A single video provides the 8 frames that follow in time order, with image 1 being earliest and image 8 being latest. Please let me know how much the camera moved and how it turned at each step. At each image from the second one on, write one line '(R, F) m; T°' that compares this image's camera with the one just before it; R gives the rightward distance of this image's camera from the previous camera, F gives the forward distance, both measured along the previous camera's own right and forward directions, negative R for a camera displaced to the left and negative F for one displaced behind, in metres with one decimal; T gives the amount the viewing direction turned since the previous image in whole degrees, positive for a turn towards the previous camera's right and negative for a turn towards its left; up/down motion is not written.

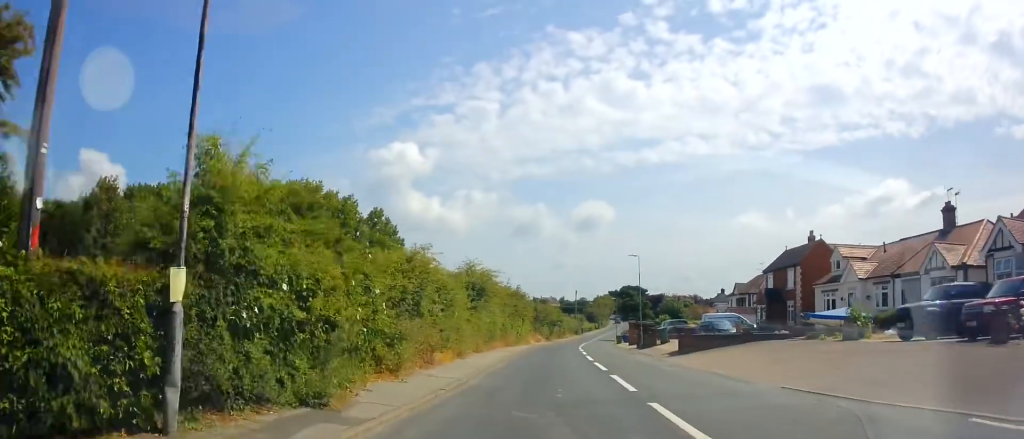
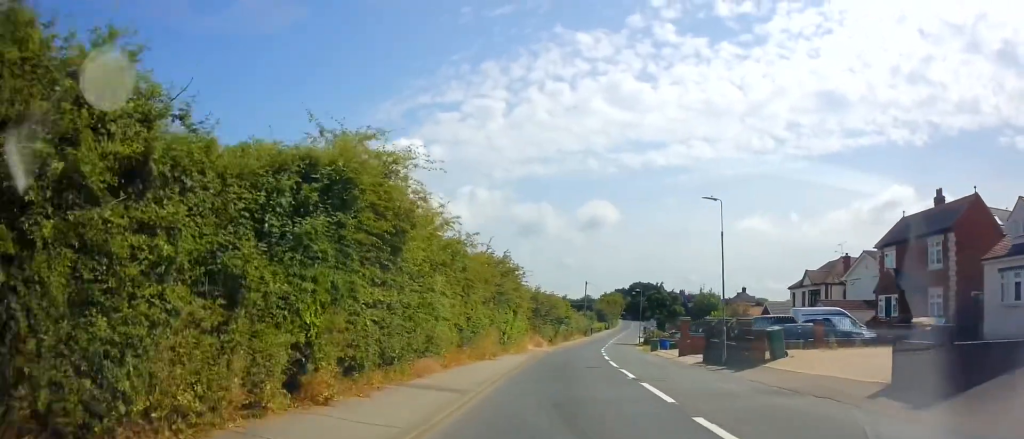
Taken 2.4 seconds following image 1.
(-1.2, +18.3) m; +1°
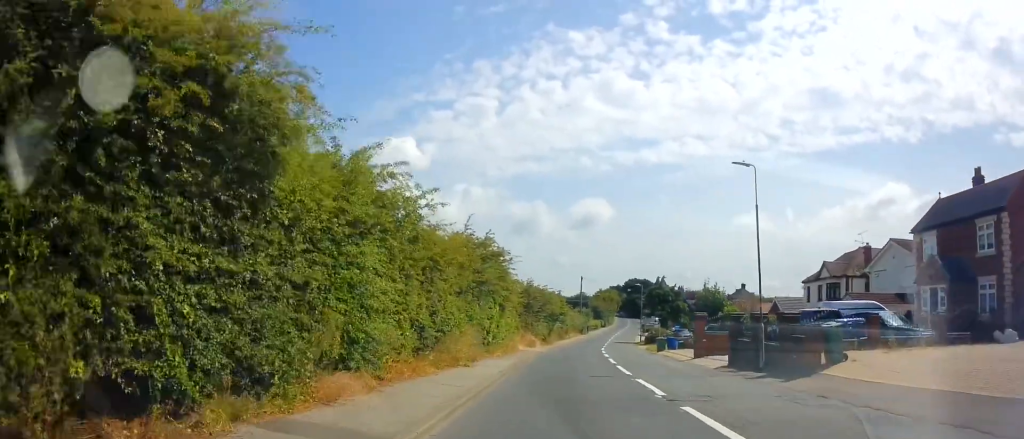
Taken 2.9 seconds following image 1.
(+0.3, +4.2) m; +1°
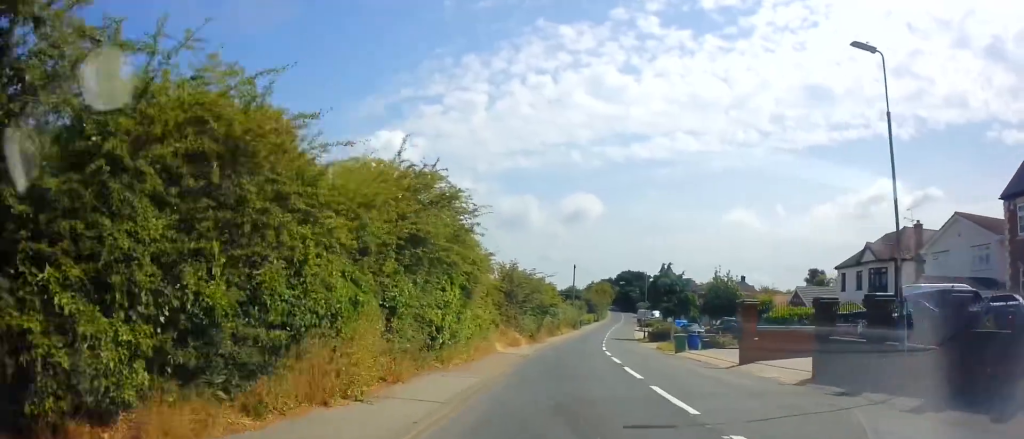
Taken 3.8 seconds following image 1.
(-0.3, +8.0) m; -1°
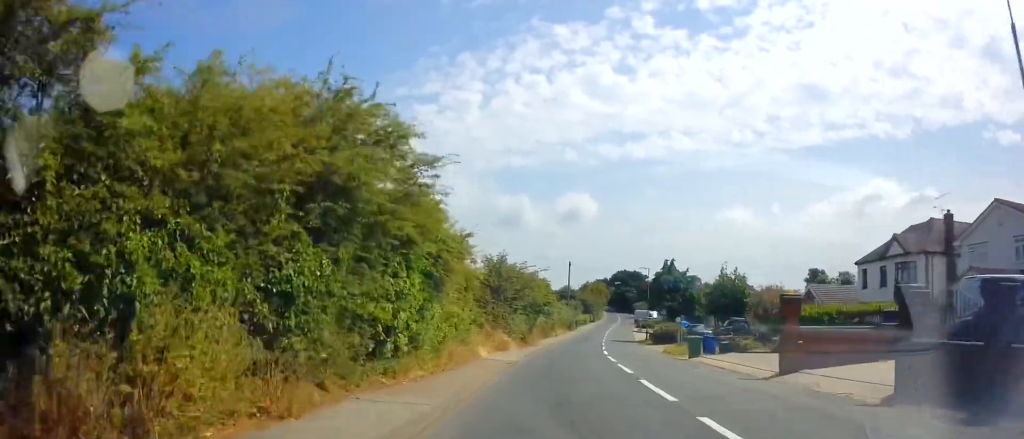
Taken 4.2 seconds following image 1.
(0.0, +4.0) m; 0°
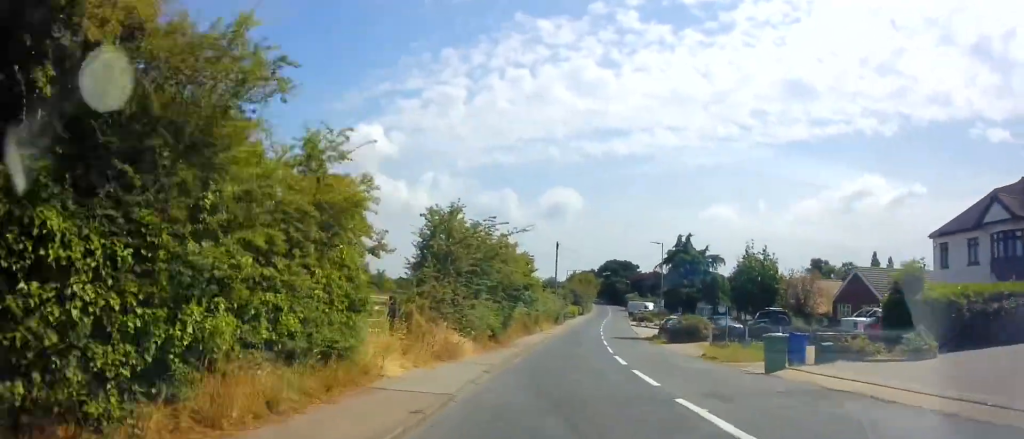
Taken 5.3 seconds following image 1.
(+0.2, +10.5) m; +2°
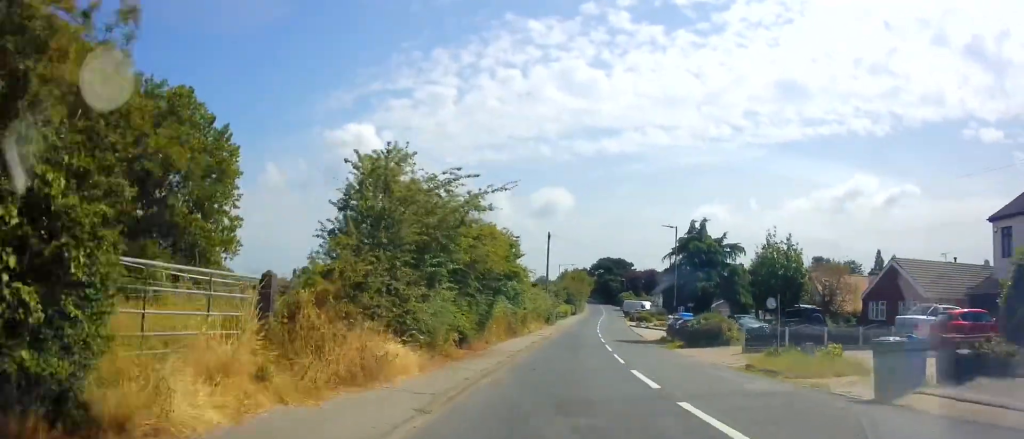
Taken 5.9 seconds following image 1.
(+0.1, +6.0) m; +1°
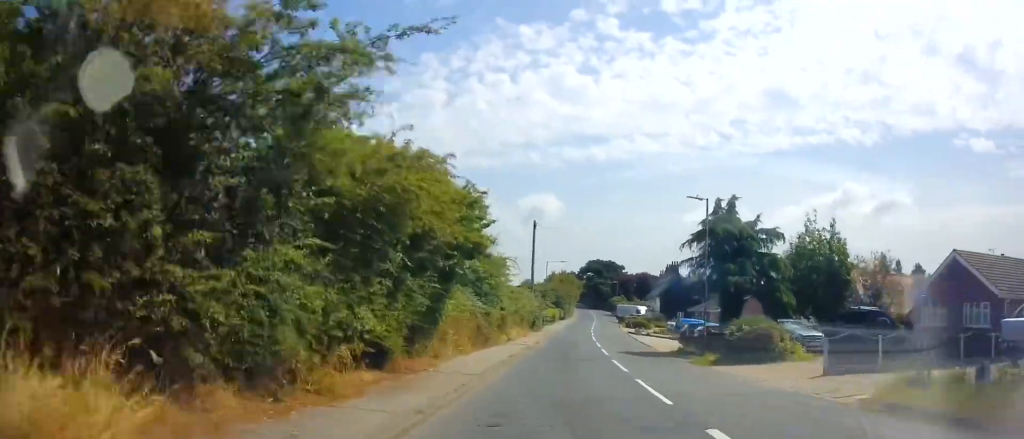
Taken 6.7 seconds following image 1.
(0.0, +8.1) m; +1°
